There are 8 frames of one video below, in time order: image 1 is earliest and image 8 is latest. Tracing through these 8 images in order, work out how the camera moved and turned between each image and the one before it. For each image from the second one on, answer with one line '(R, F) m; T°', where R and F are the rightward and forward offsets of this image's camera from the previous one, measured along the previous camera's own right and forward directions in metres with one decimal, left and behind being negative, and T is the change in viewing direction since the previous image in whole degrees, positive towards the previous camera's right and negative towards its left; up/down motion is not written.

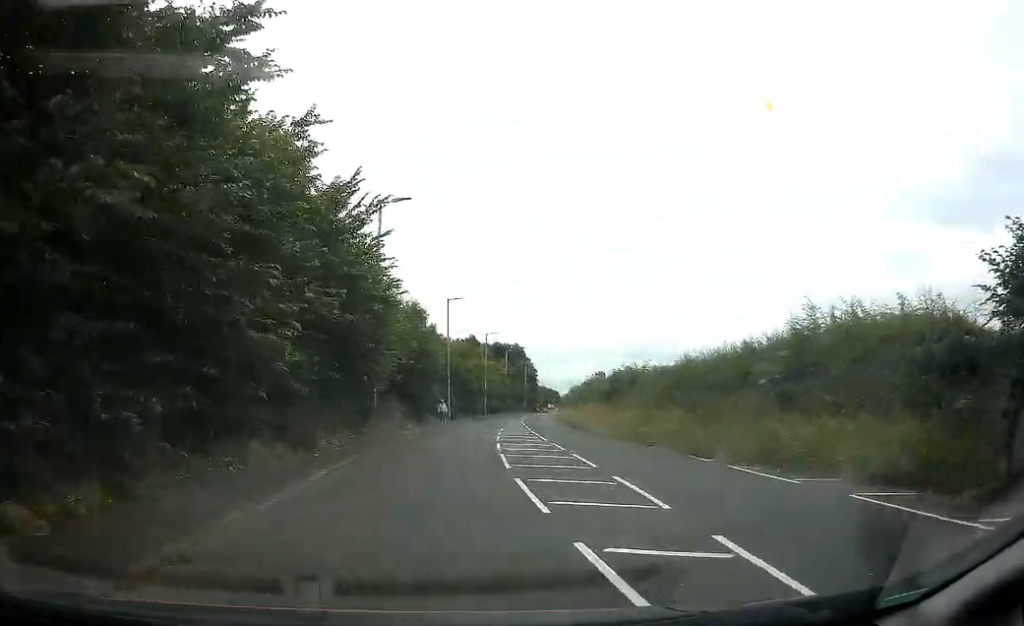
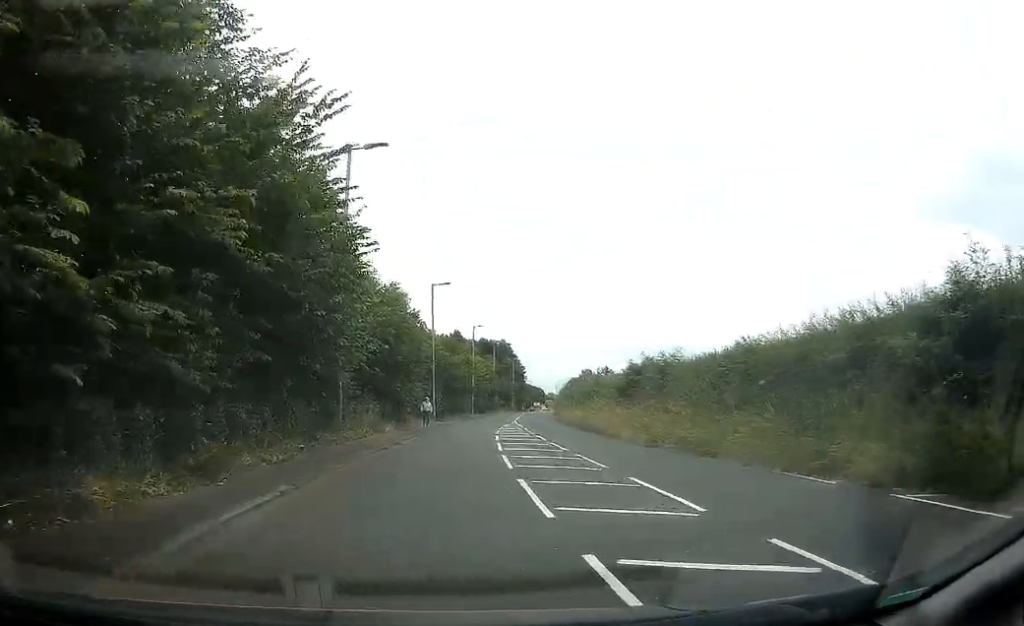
(-0.1, +6.7) m; +1°
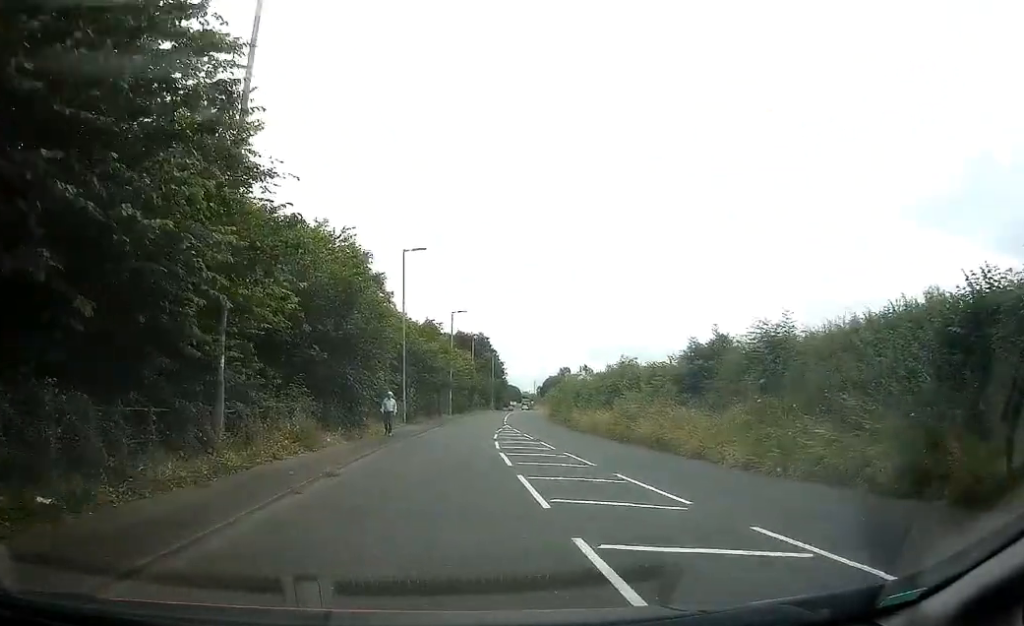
(+0.4, +11.4) m; +2°
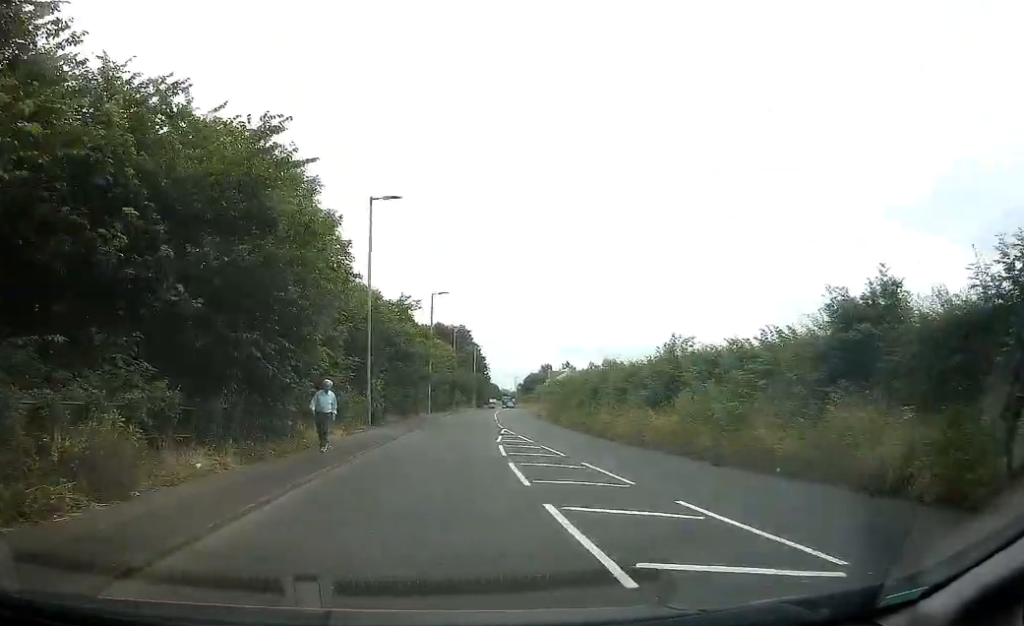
(+0.1, +9.9) m; +2°
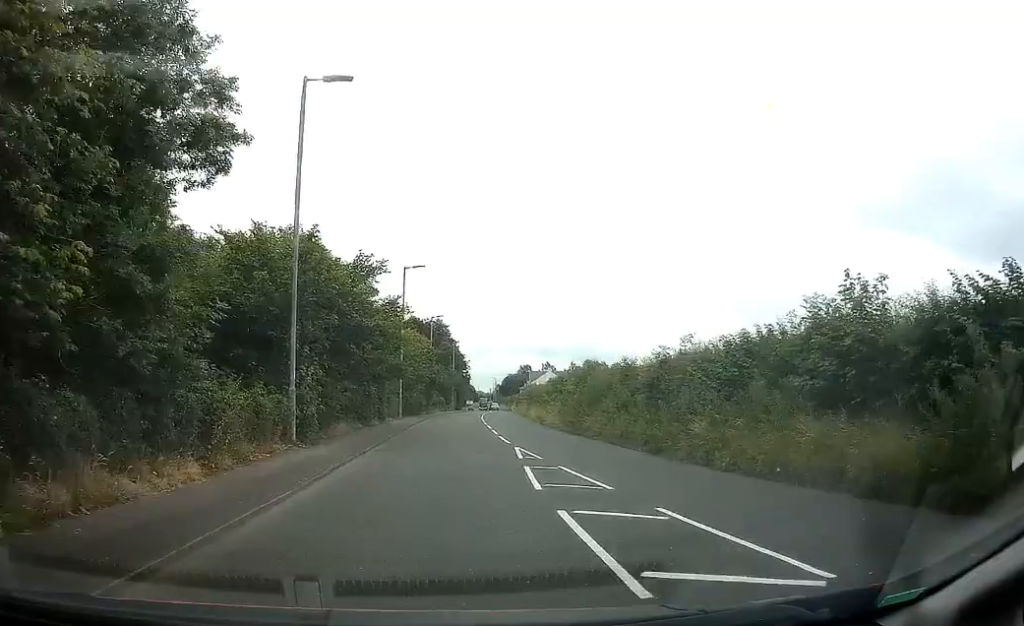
(+0.3, +12.5) m; +2°
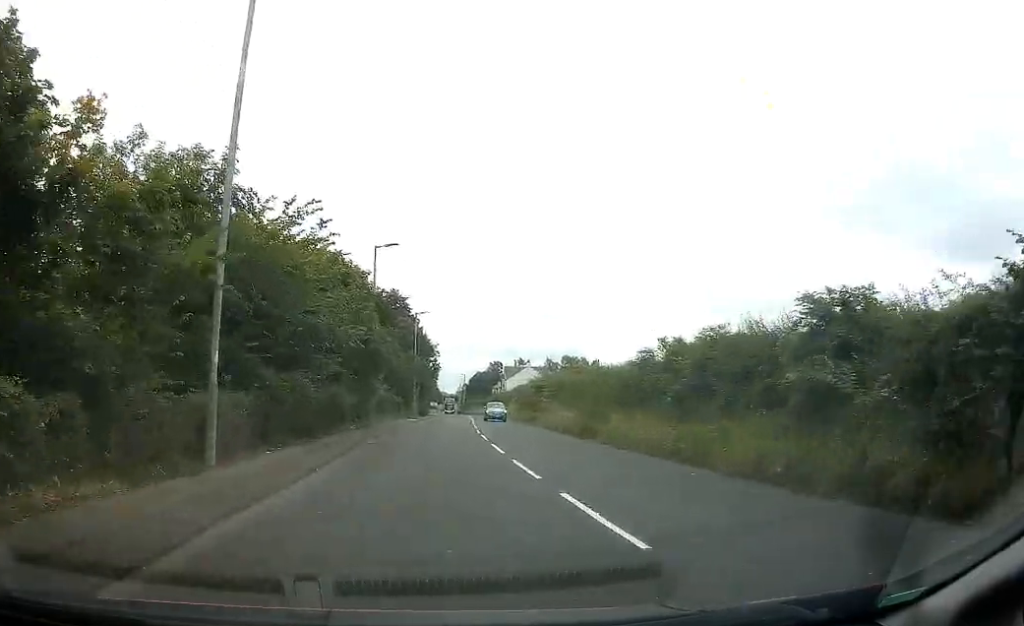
(+0.6, +34.3) m; +2°
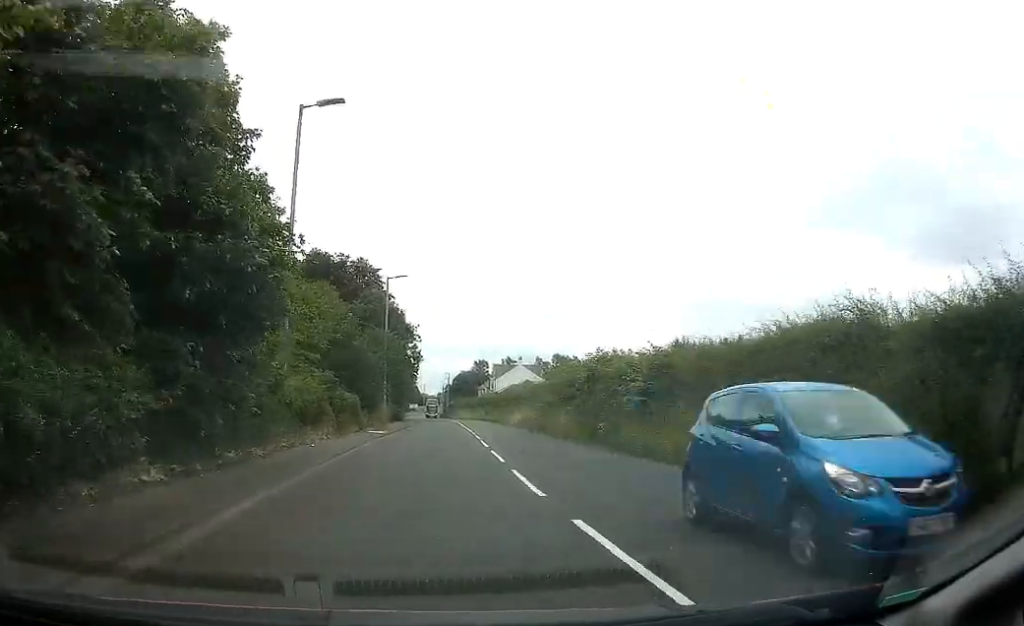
(+0.5, +20.5) m; +3°
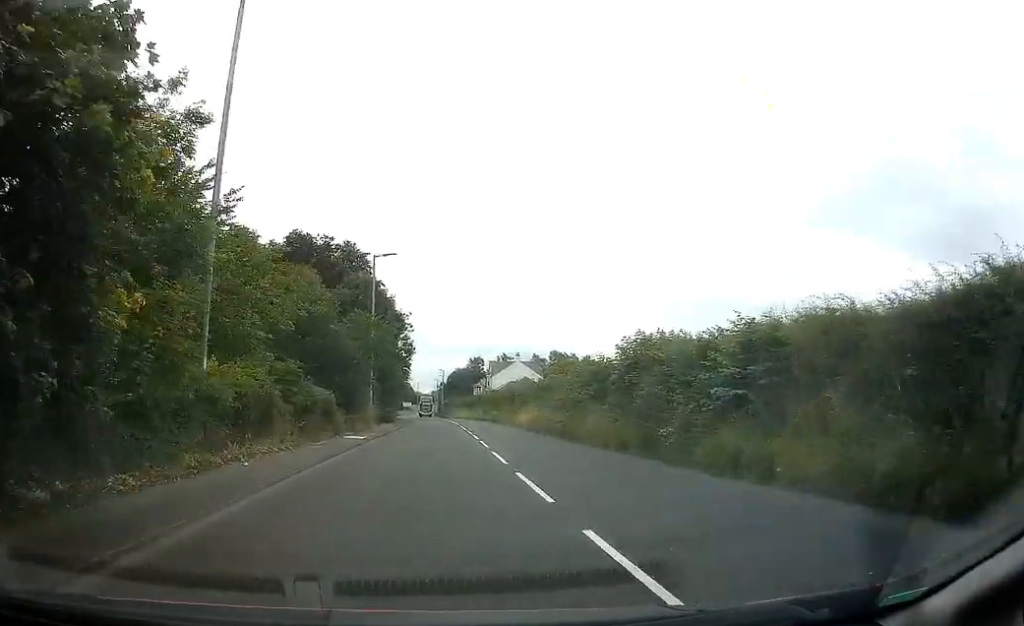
(+0.1, +6.4) m; +1°
